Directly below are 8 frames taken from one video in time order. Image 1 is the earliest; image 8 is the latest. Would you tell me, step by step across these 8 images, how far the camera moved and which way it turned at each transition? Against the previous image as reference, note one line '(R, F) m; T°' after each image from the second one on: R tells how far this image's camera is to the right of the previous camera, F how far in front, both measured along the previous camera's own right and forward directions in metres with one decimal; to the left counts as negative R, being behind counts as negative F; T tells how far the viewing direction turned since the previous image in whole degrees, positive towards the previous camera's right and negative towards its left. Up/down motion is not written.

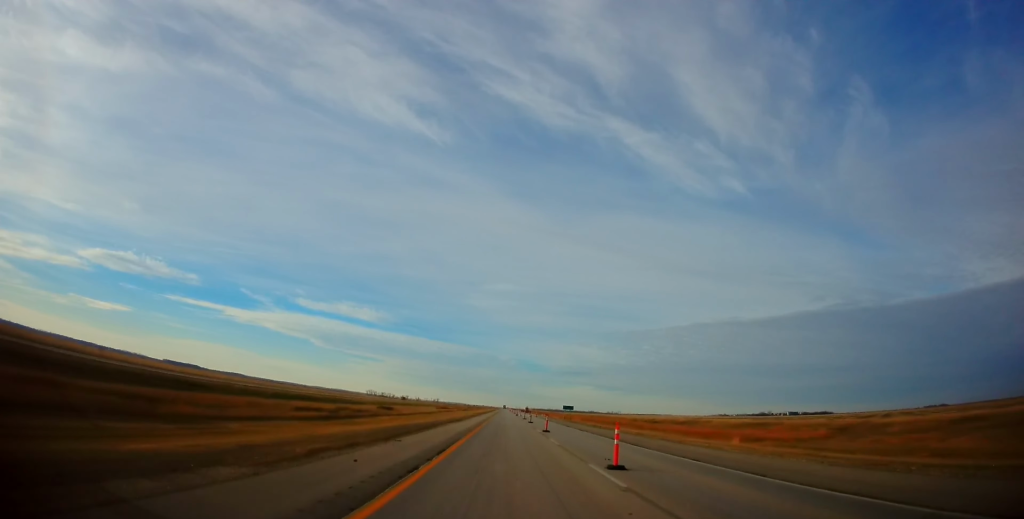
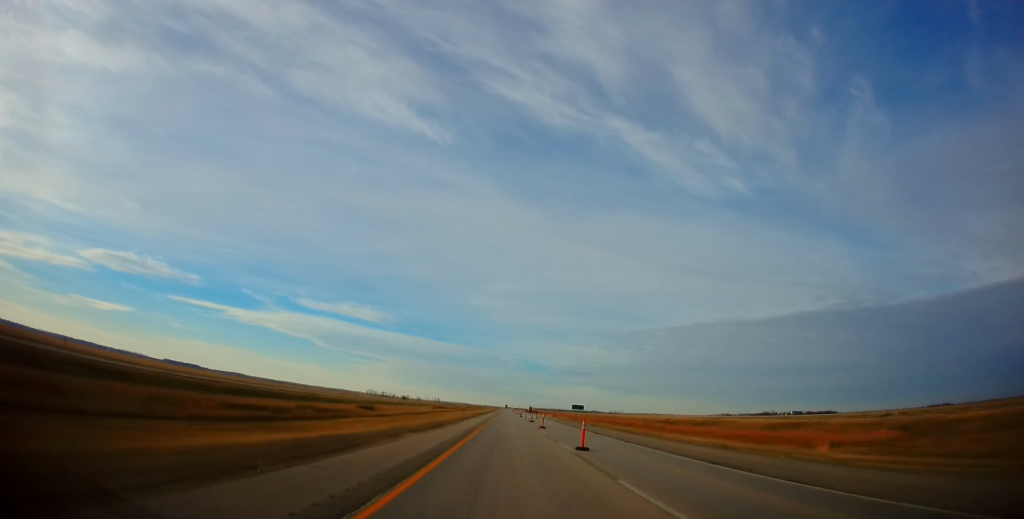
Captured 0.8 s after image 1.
(+0.3, +15.9) m; -1°
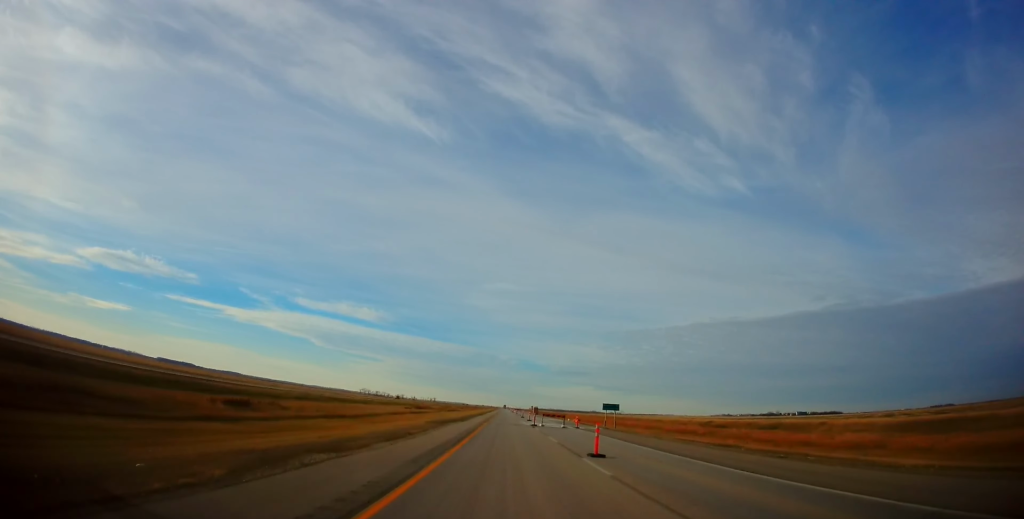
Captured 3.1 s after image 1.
(-0.6, +43.5) m; -1°
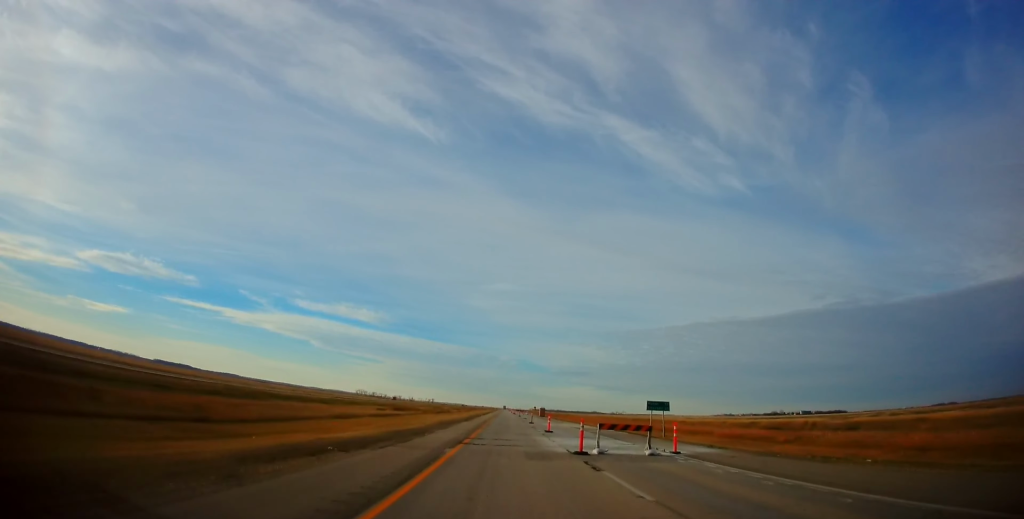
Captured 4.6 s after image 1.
(0.0, +27.9) m; +1°
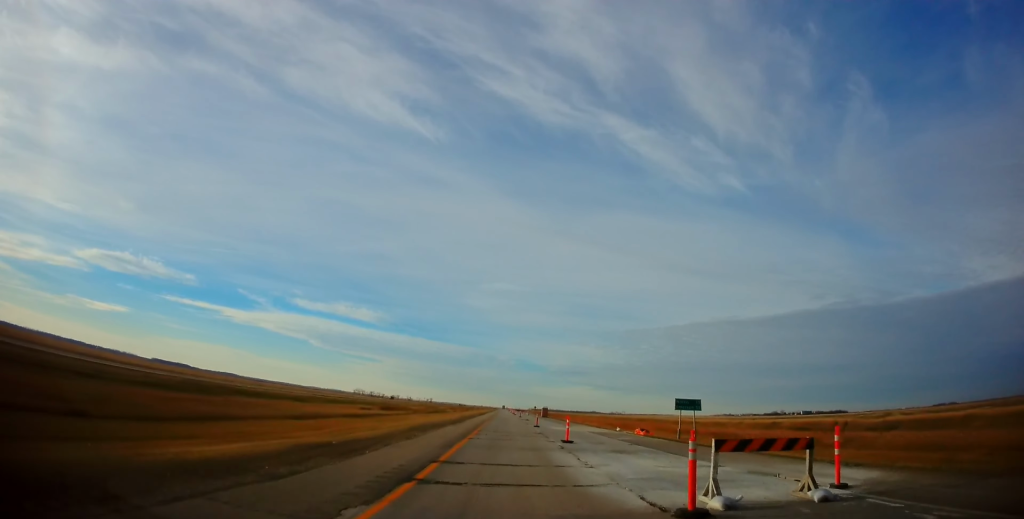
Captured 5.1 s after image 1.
(+0.1, +10.8) m; 0°
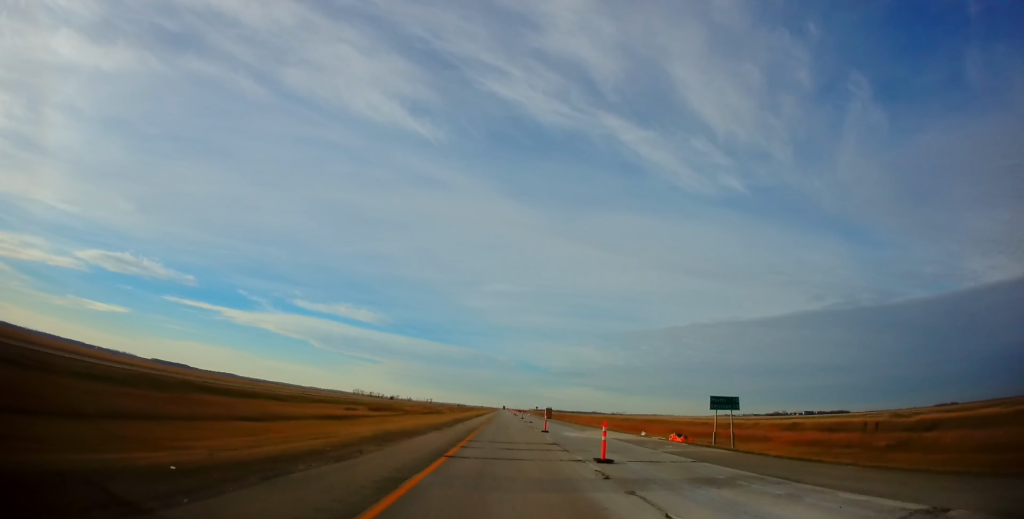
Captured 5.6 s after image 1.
(-0.1, +8.8) m; 0°
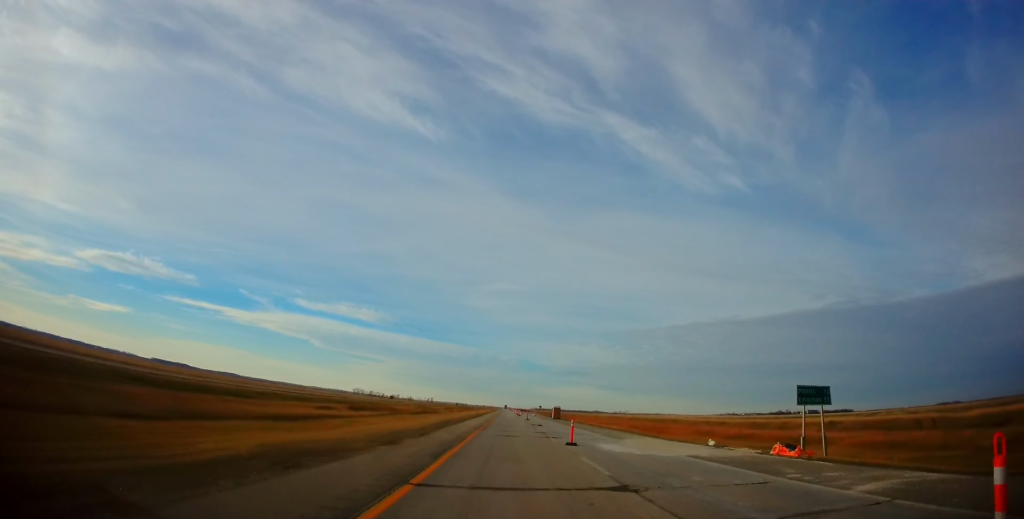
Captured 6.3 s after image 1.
(0.0, +13.2) m; 0°
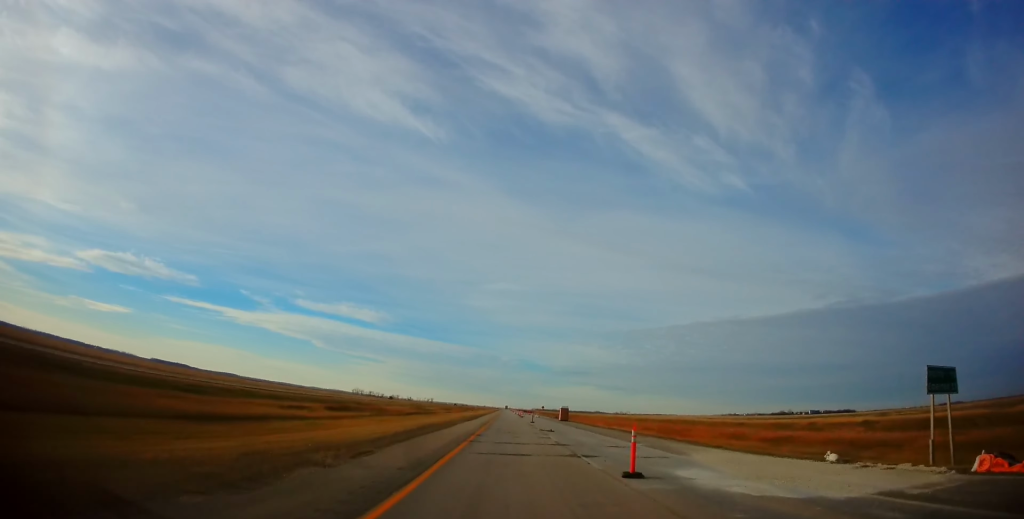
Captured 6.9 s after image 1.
(0.0, +10.7) m; 0°
